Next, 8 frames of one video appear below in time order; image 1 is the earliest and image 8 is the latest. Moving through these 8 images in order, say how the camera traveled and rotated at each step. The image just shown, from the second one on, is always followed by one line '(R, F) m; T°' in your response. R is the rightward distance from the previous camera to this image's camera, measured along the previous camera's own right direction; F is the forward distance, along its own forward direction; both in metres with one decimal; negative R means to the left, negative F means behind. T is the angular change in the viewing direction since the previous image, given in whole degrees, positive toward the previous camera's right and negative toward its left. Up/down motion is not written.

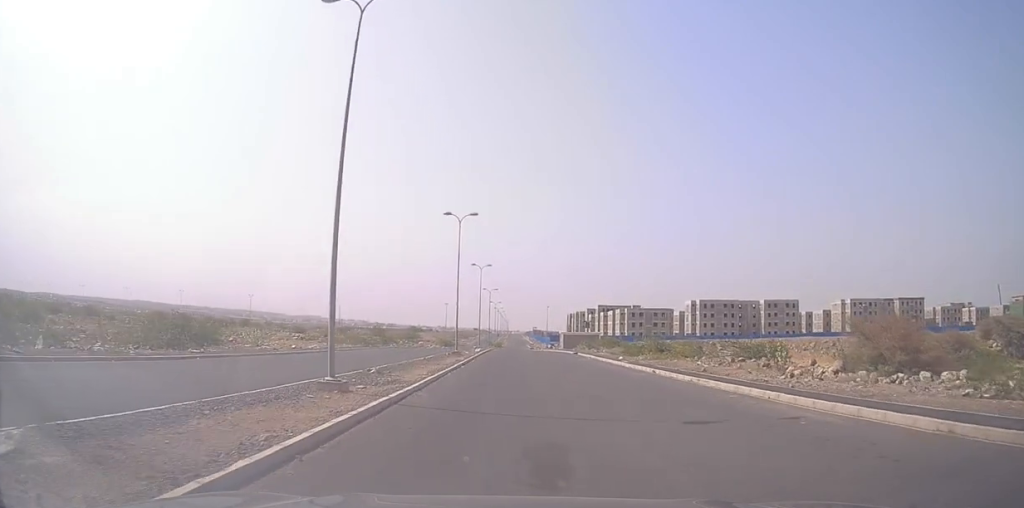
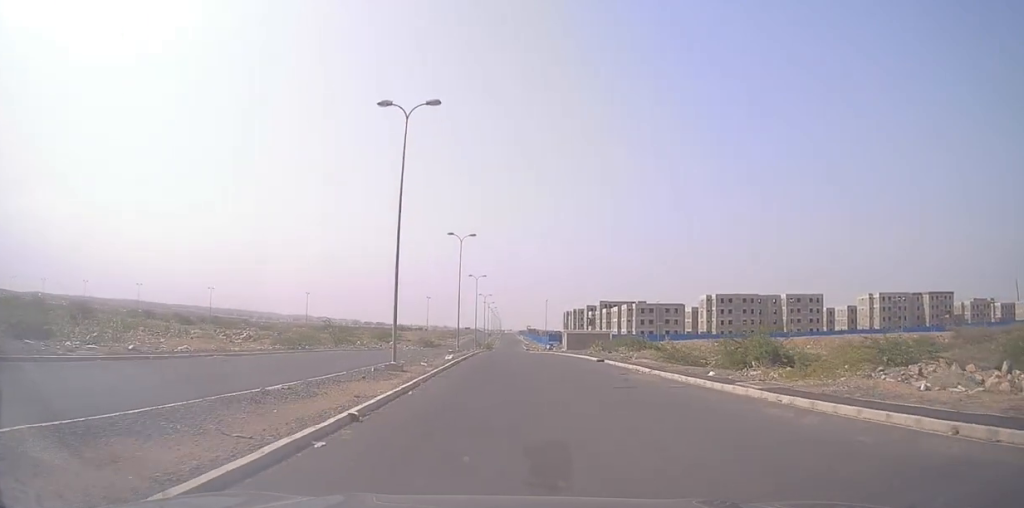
(+2.0, +21.3) m; +6°
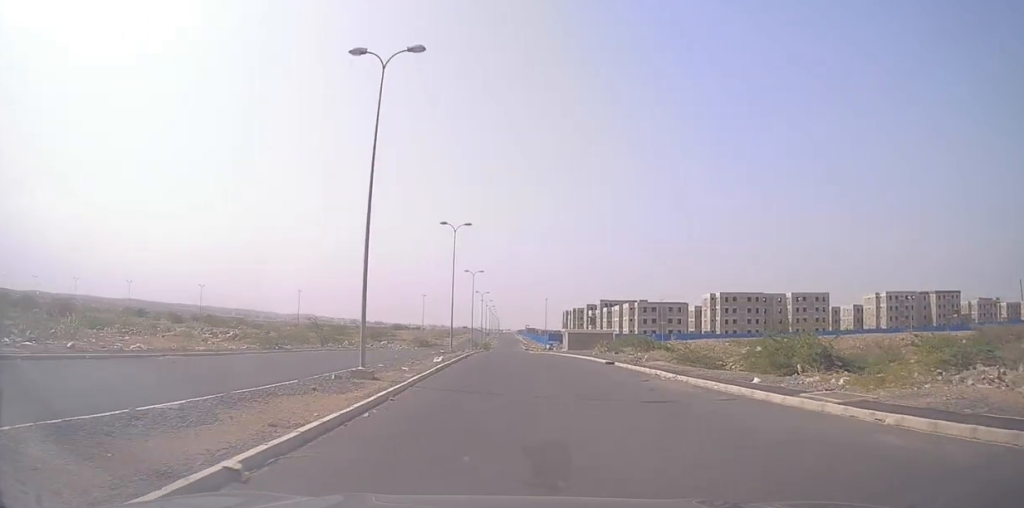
(-0.2, +4.6) m; -1°
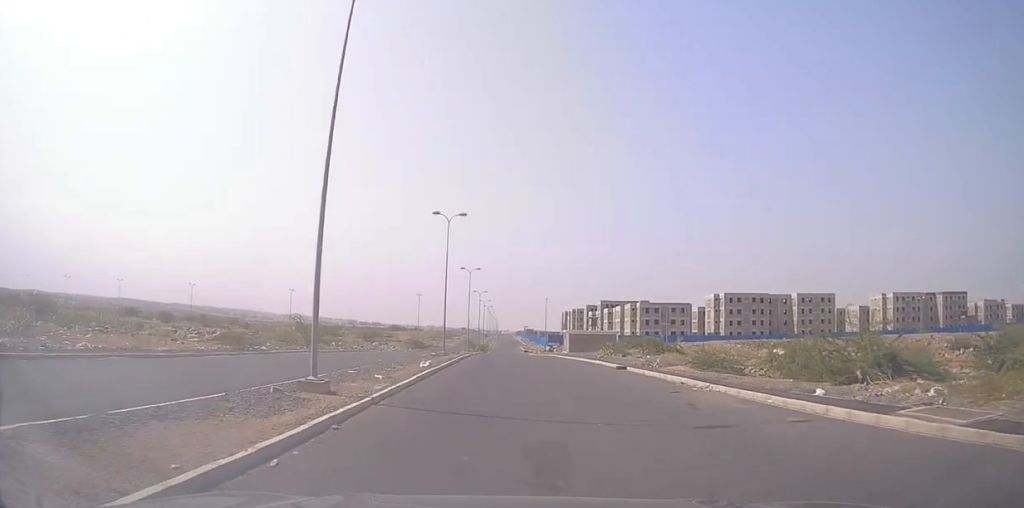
(-0.1, +4.2) m; -1°
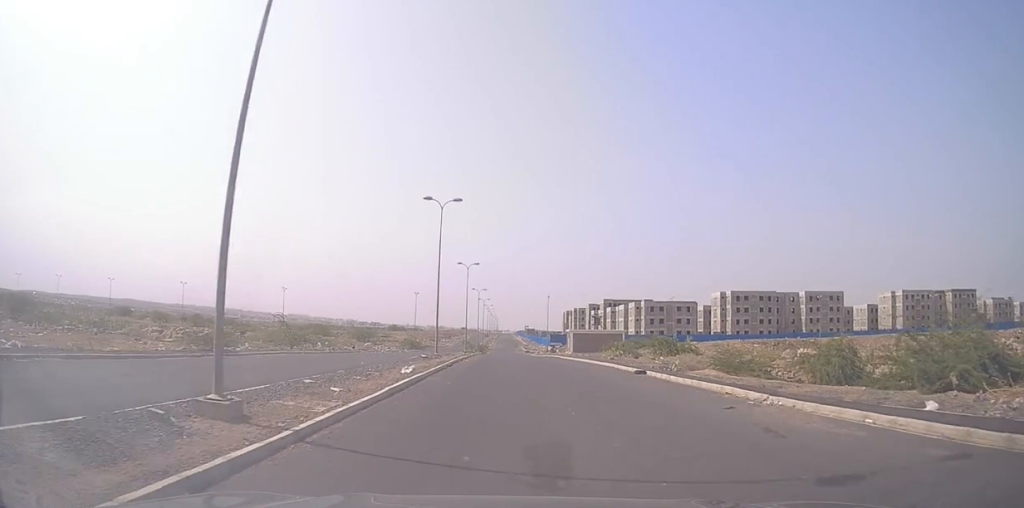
(-0.1, +4.7) m; 0°
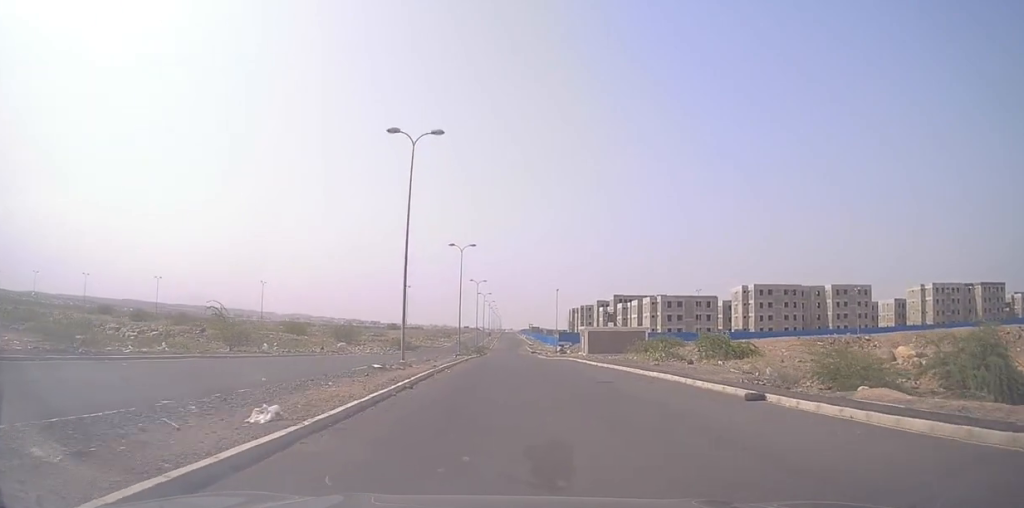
(-0.1, +13.1) m; +2°
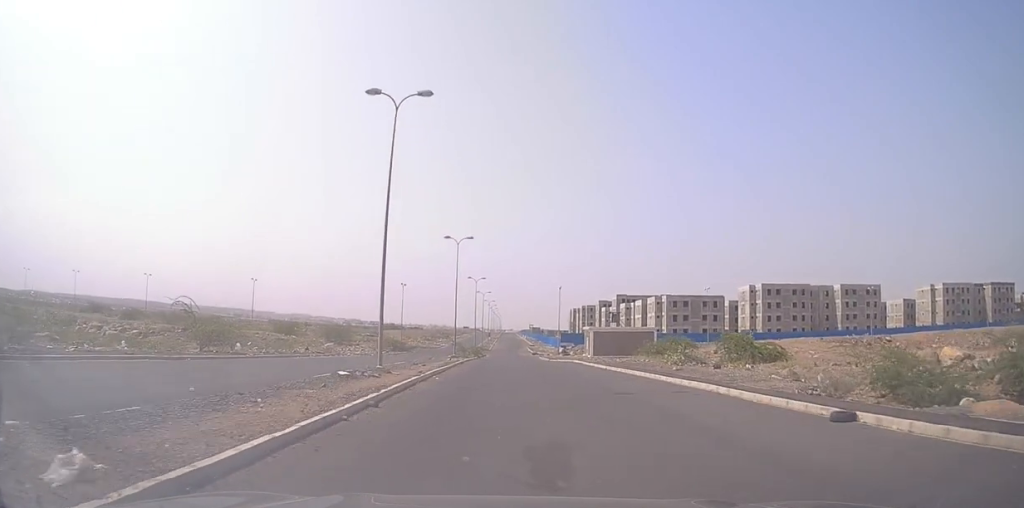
(0.0, +4.4) m; +1°
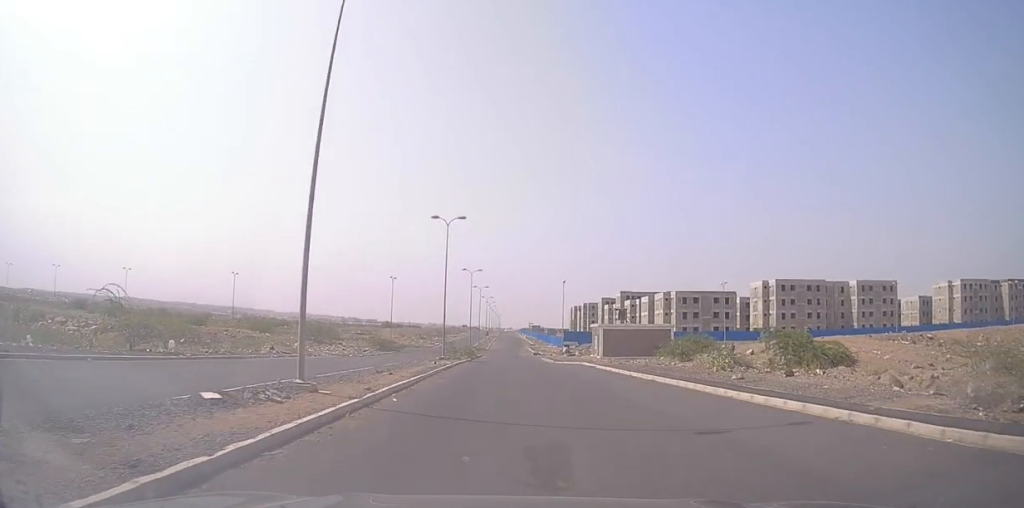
(+0.4, +7.9) m; 0°
